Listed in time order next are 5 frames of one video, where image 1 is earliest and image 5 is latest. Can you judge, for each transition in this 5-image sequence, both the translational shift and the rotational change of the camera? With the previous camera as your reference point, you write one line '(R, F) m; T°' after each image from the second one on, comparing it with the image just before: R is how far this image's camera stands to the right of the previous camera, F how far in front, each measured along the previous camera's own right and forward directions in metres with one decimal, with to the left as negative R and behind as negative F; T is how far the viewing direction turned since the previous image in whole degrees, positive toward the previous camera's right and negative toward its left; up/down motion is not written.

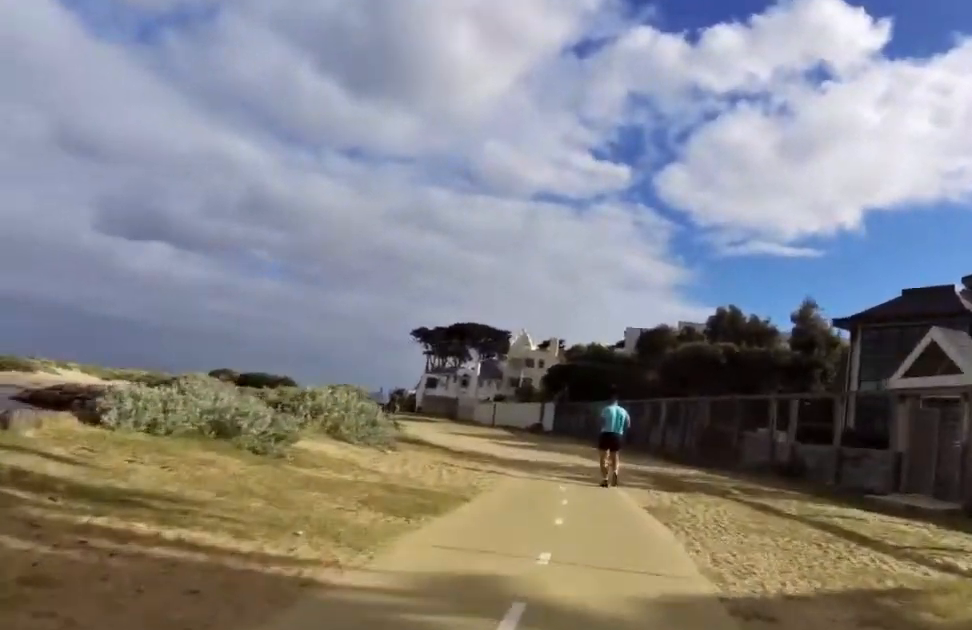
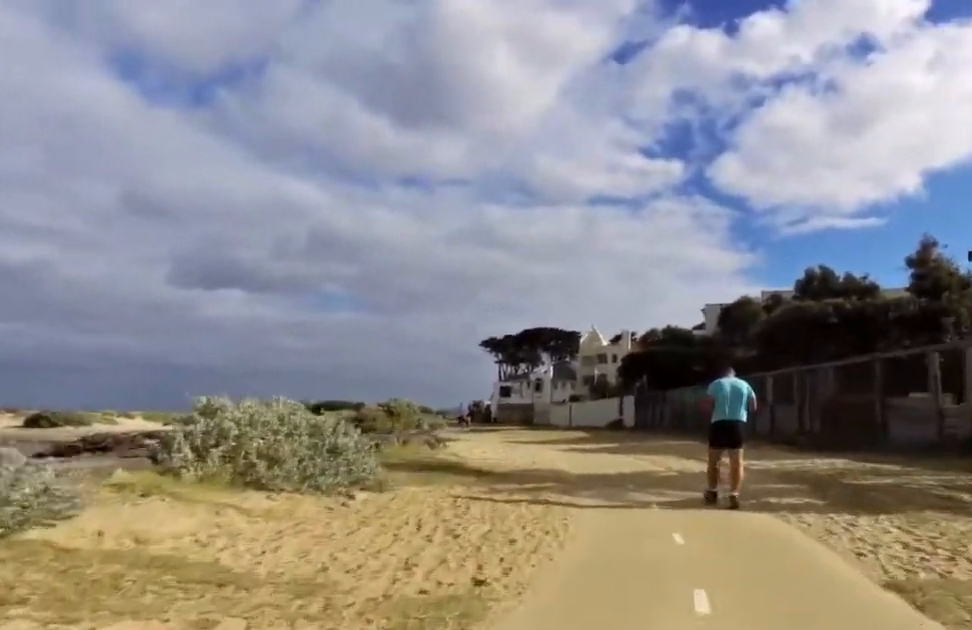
(0.0, +6.5) m; -5°
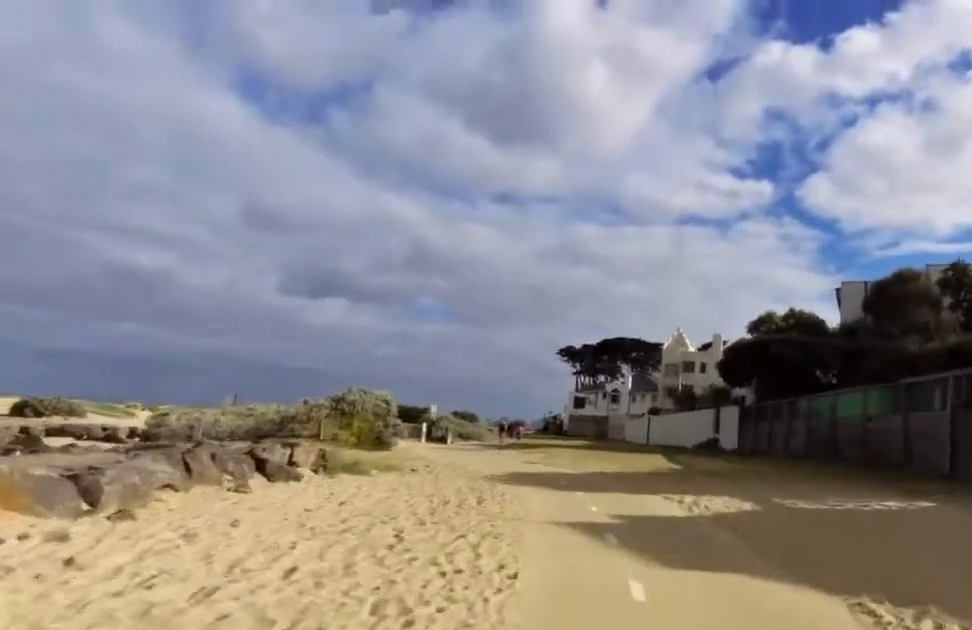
(-1.1, +16.2) m; -6°
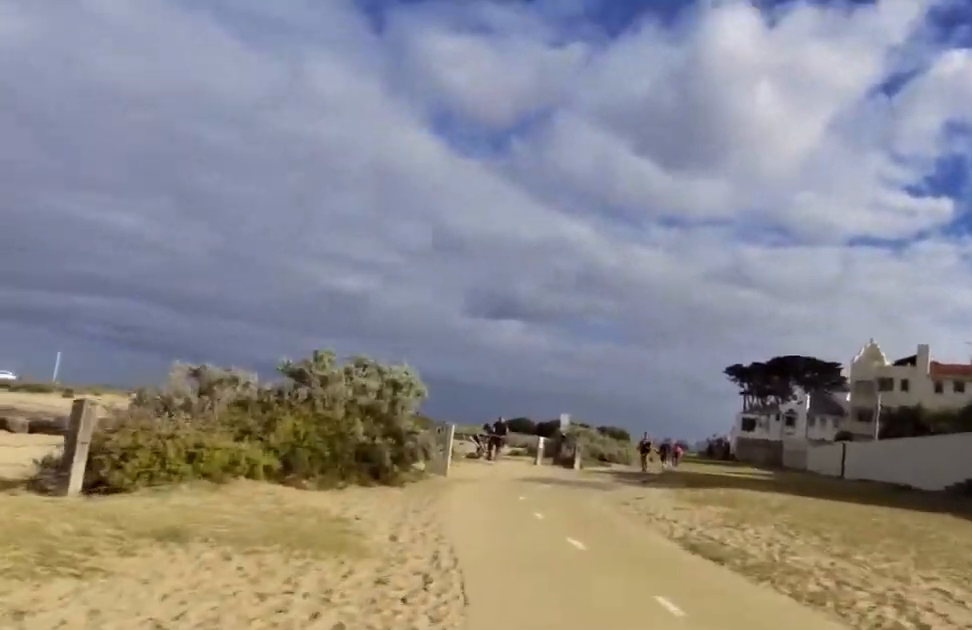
(-2.4, +14.0) m; -10°
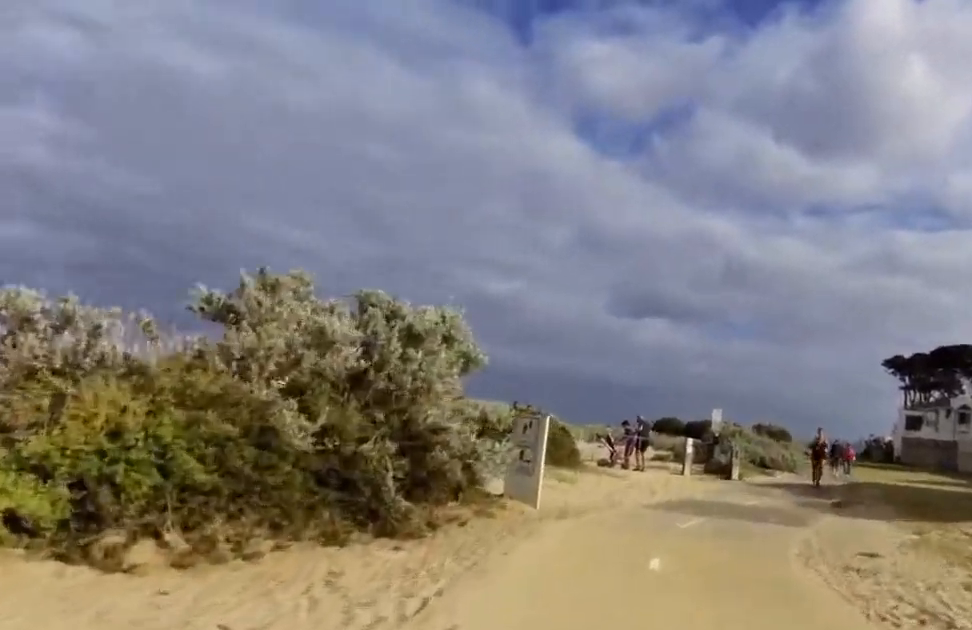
(0.0, +6.1) m; 0°
